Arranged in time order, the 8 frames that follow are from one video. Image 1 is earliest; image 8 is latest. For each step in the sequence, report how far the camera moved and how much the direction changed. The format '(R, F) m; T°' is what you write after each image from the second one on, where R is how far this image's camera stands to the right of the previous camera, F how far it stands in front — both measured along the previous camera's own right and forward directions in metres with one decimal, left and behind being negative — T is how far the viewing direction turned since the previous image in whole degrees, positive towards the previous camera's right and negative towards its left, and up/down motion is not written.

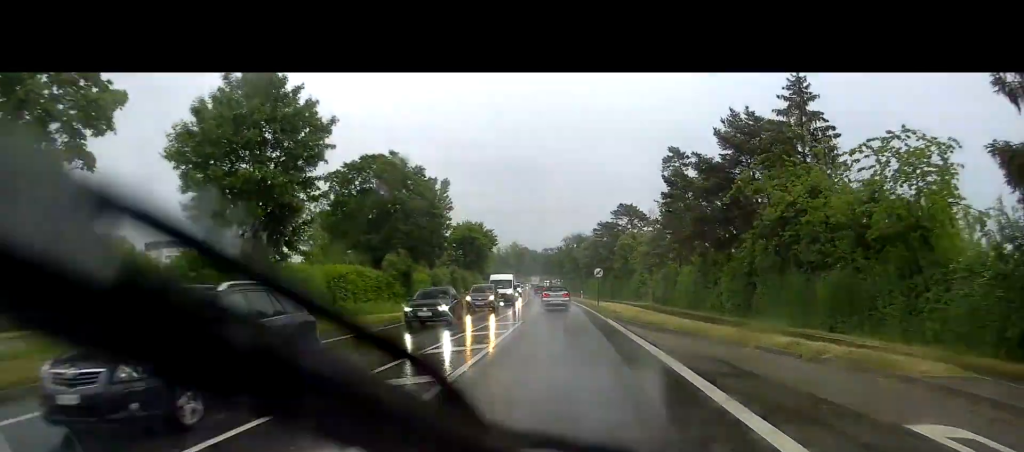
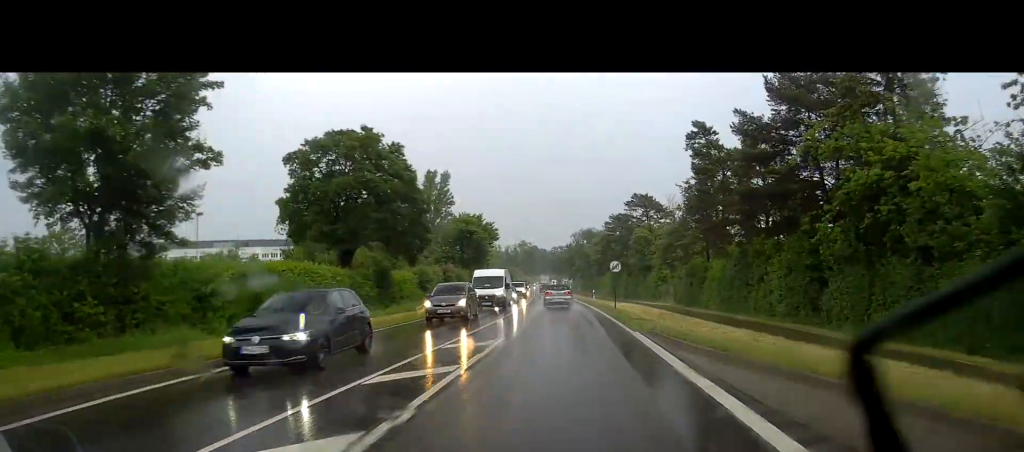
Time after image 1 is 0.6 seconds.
(-0.1, +9.4) m; -1°
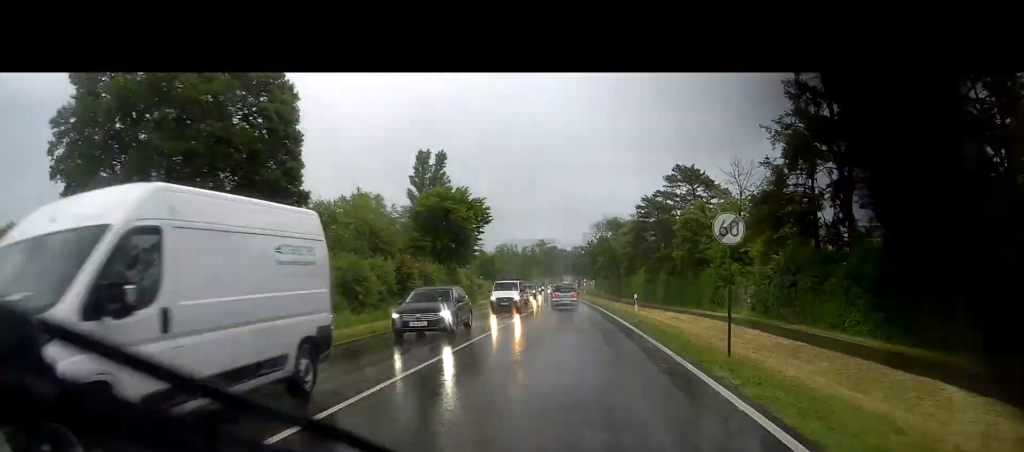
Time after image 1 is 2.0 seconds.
(-0.7, +23.0) m; -3°
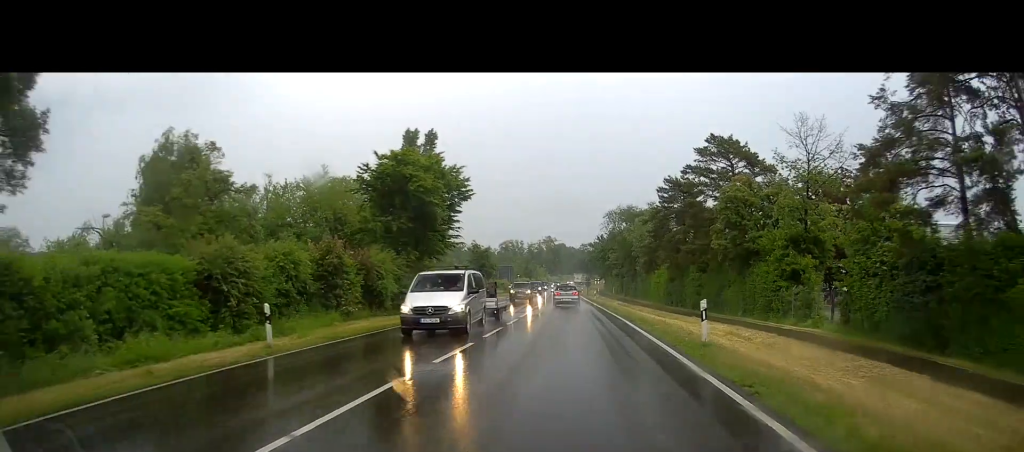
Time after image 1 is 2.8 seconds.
(-0.2, +14.2) m; 0°
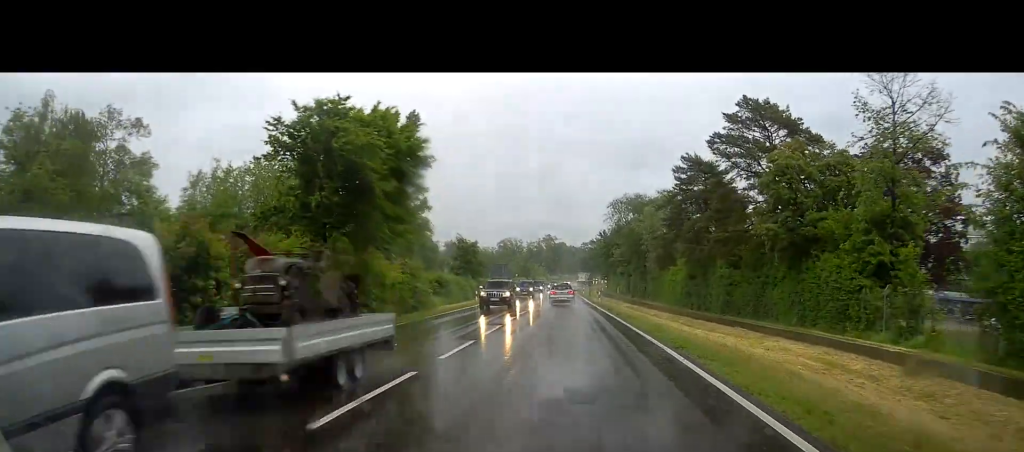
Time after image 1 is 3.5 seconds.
(+0.3, +11.4) m; 0°
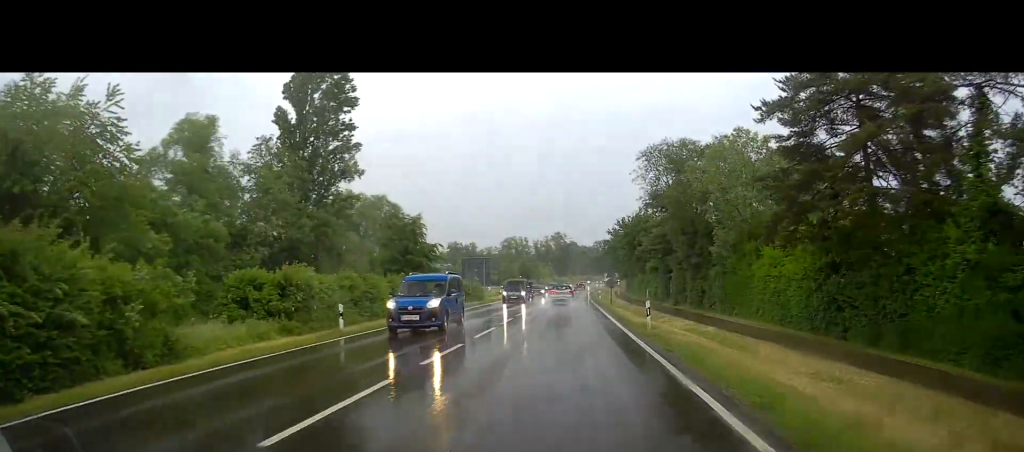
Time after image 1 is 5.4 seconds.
(-0.8, +30.4) m; -2°
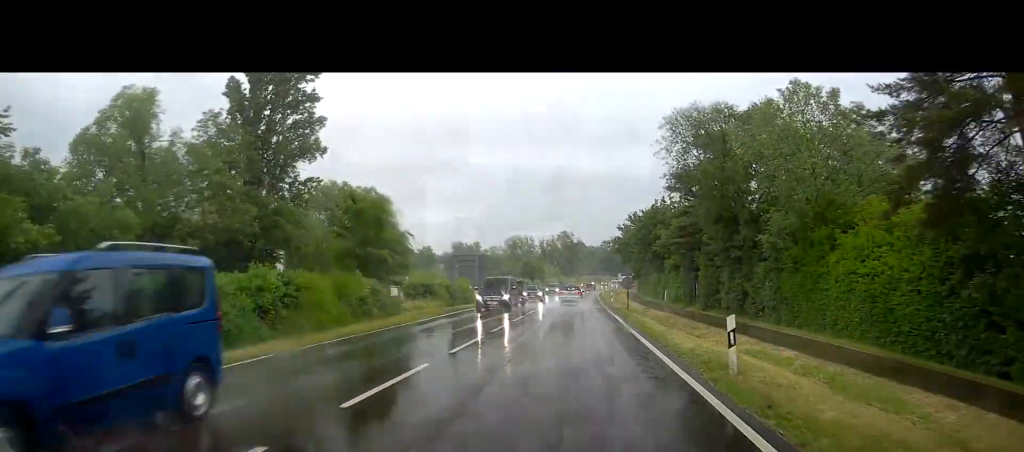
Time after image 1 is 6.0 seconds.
(0.0, +9.9) m; -1°
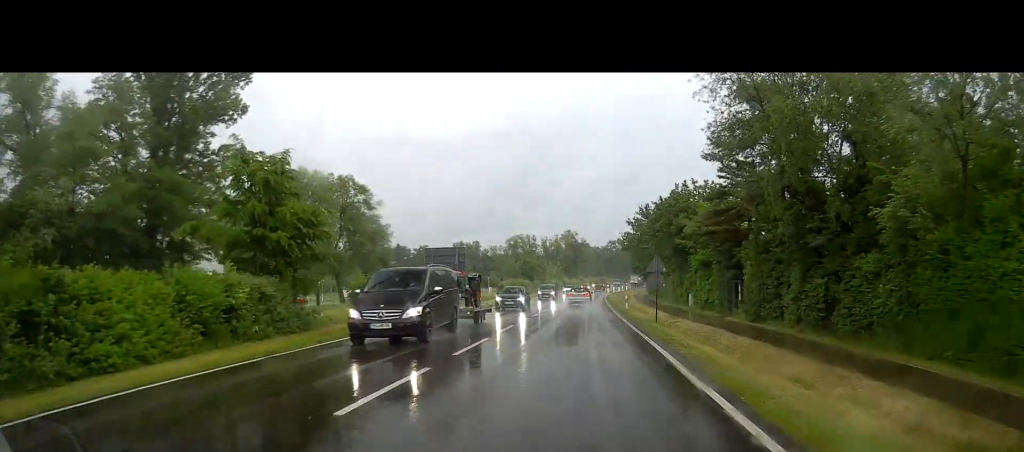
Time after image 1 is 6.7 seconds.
(0.0, +12.2) m; -1°
